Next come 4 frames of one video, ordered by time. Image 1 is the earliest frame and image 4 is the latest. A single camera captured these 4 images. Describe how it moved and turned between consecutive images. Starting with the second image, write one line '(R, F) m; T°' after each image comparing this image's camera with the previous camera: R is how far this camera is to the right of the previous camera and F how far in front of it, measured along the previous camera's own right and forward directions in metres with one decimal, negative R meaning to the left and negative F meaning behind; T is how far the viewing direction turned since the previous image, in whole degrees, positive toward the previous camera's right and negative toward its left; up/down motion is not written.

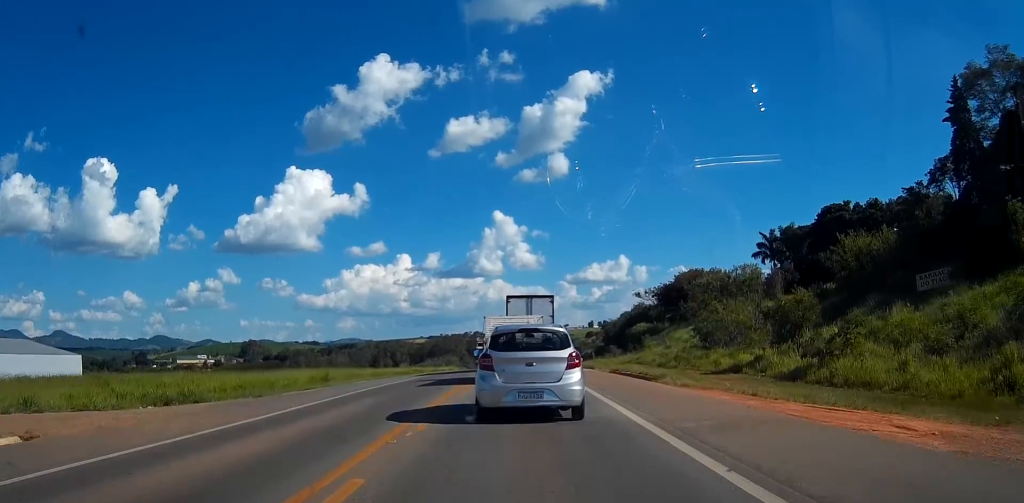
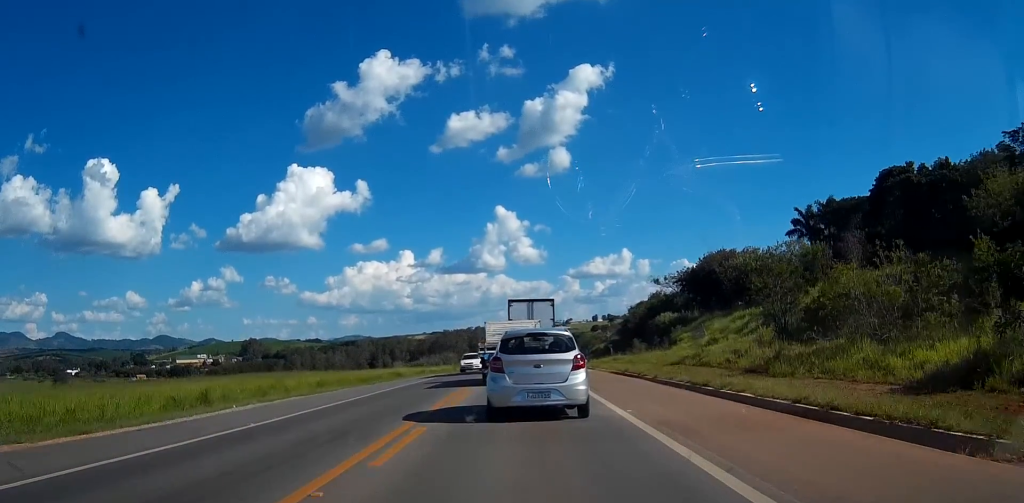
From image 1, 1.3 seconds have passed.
(+0.1, +18.7) m; +1°
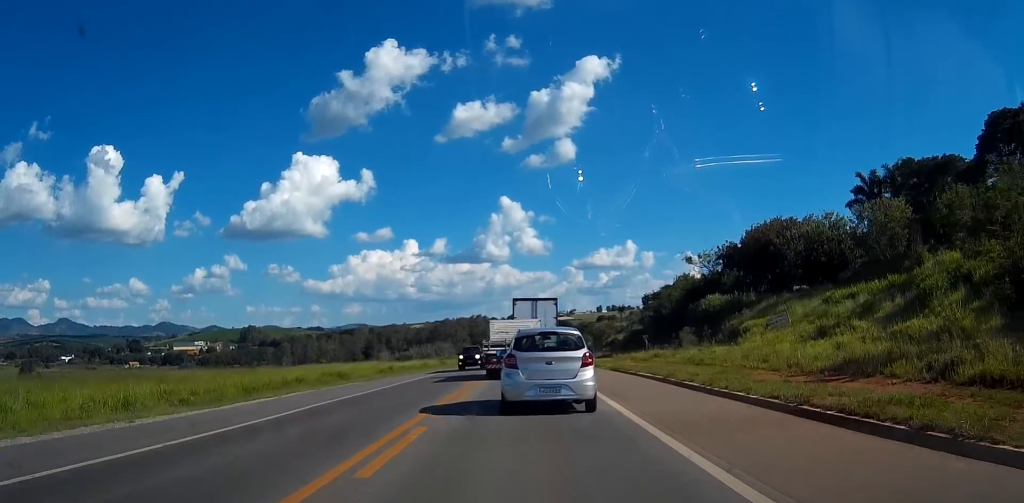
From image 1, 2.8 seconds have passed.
(-0.1, +24.1) m; -1°
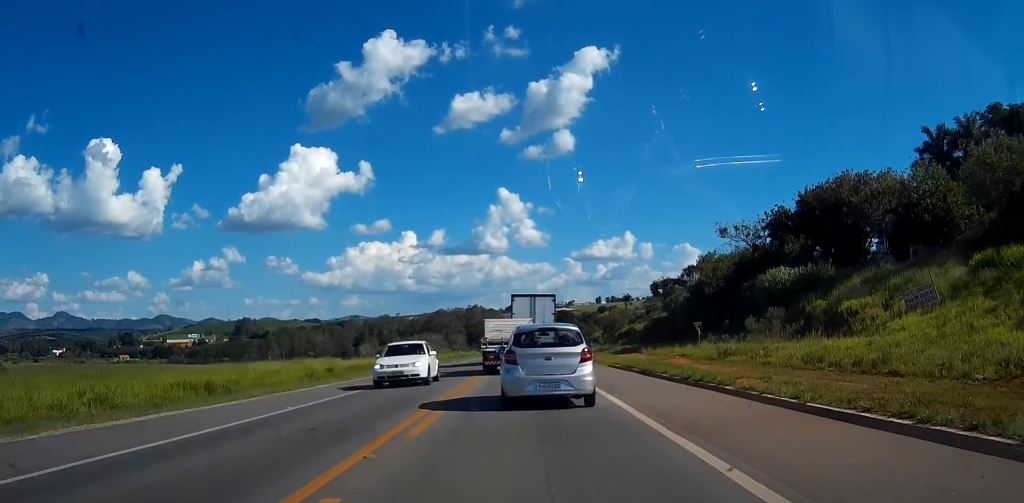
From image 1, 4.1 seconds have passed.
(-0.2, +20.7) m; 0°
